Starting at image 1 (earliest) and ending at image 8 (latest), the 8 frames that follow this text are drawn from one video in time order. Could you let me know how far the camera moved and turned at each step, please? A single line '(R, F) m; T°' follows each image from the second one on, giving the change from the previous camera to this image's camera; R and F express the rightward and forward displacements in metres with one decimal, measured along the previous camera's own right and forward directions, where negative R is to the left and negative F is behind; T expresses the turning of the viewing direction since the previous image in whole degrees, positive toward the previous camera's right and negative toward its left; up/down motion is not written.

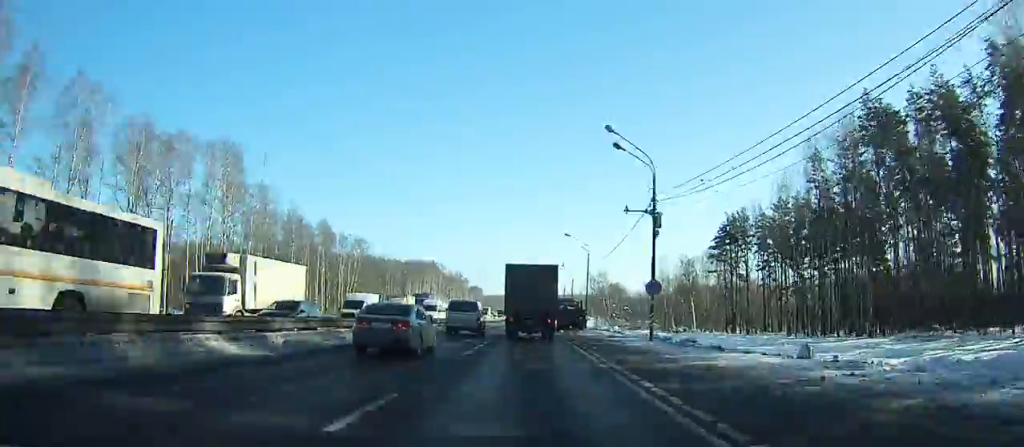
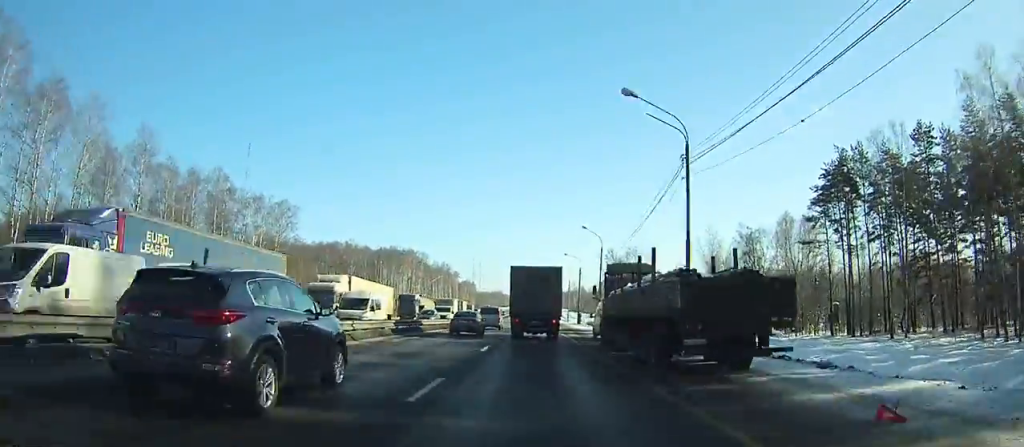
(+0.3, +45.1) m; +1°
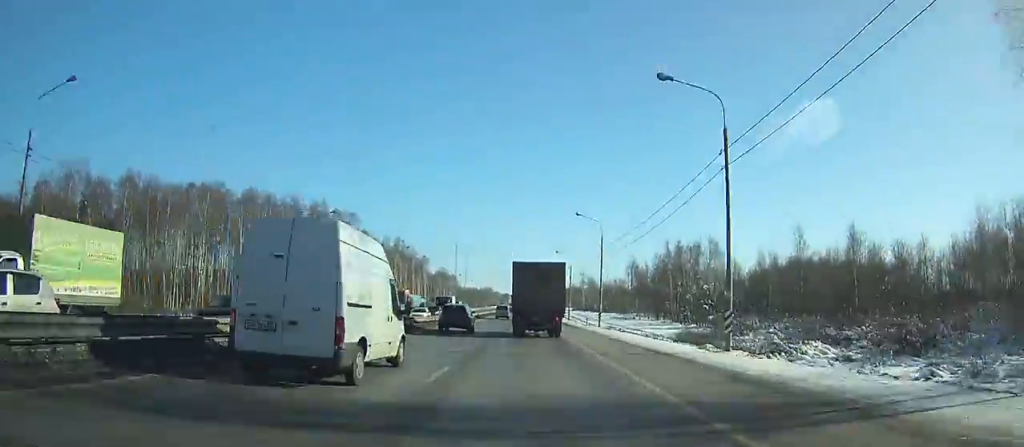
(+1.0, +97.1) m; +1°
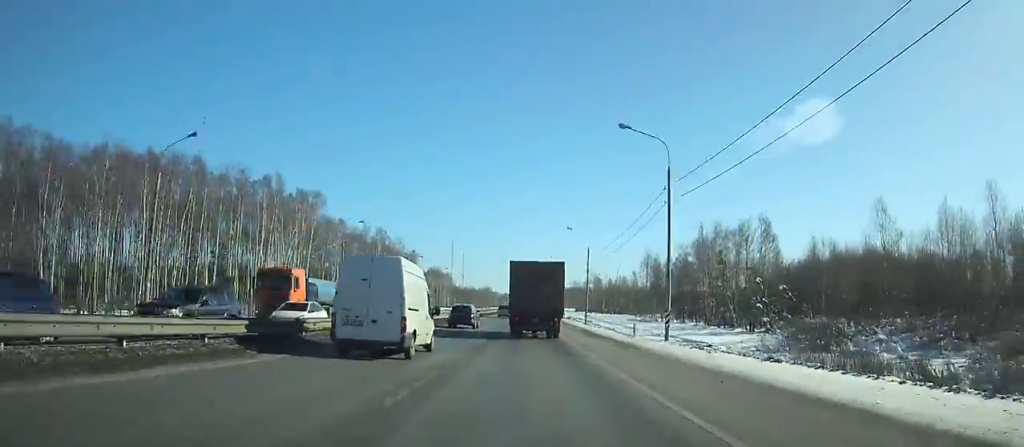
(0.0, +28.5) m; -1°
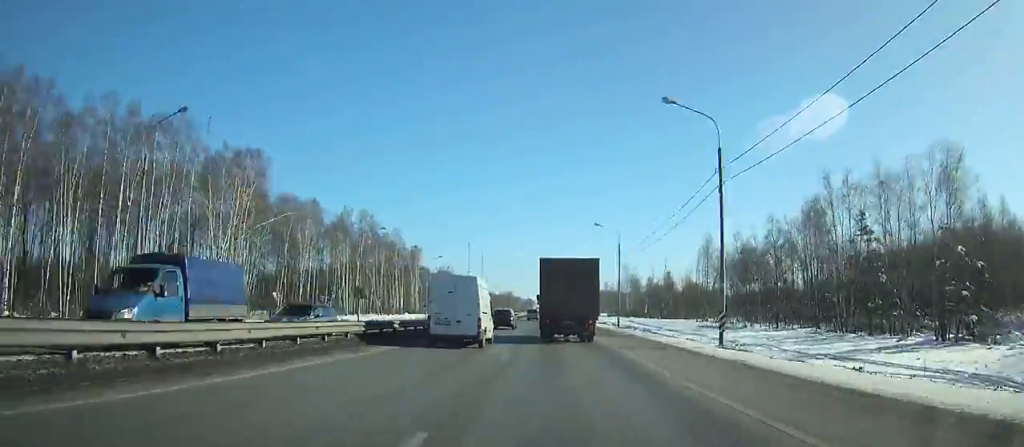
(0.0, +41.1) m; -1°
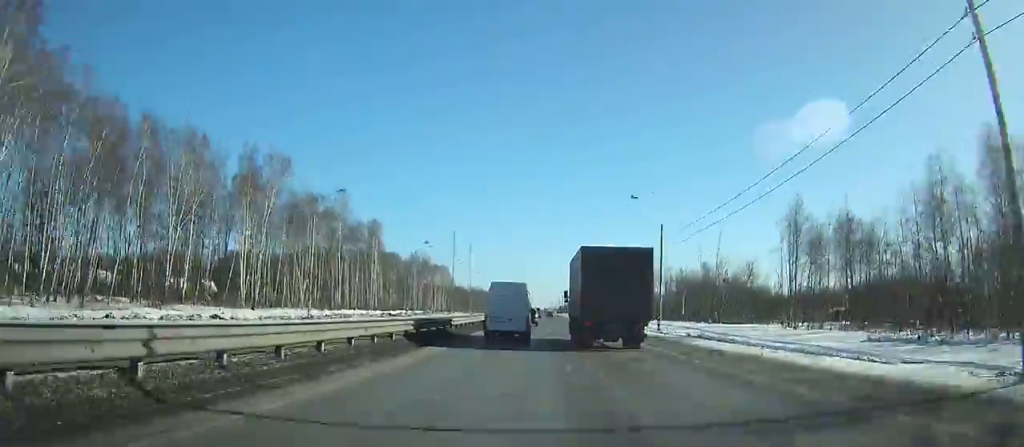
(-0.9, +50.4) m; 0°
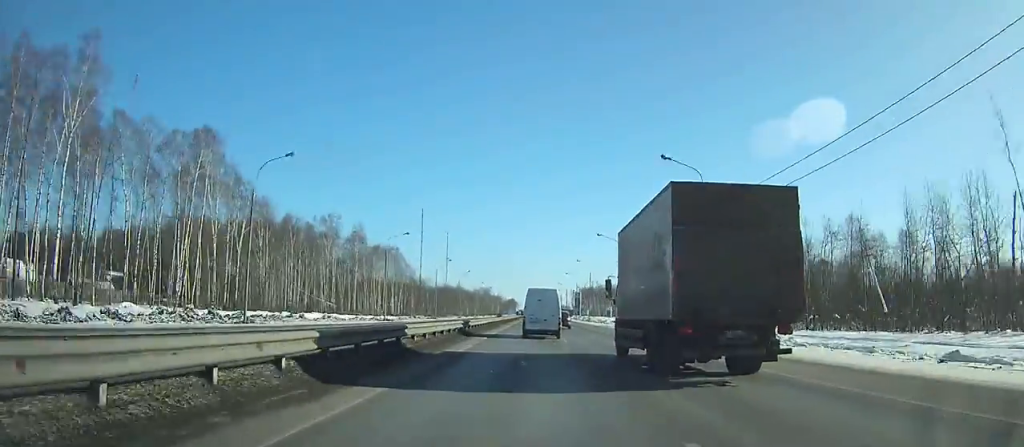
(+1.1, +81.1) m; +1°
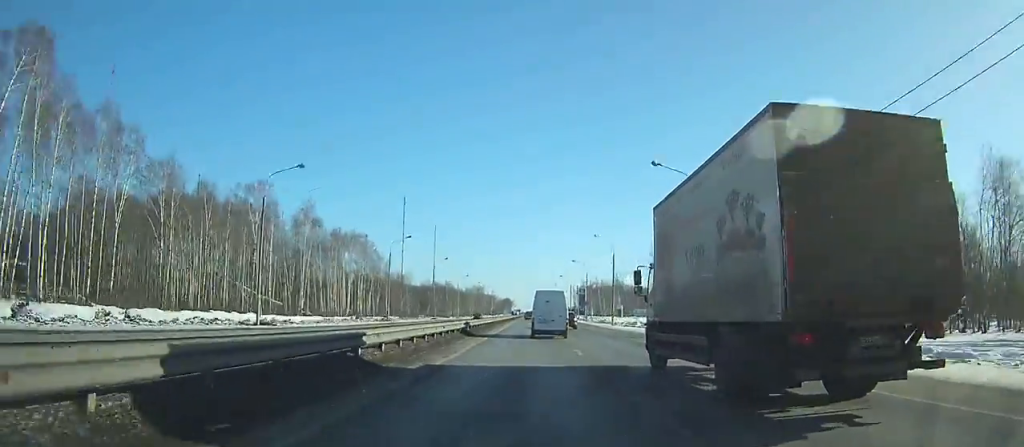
(0.0, +32.5) m; +1°
